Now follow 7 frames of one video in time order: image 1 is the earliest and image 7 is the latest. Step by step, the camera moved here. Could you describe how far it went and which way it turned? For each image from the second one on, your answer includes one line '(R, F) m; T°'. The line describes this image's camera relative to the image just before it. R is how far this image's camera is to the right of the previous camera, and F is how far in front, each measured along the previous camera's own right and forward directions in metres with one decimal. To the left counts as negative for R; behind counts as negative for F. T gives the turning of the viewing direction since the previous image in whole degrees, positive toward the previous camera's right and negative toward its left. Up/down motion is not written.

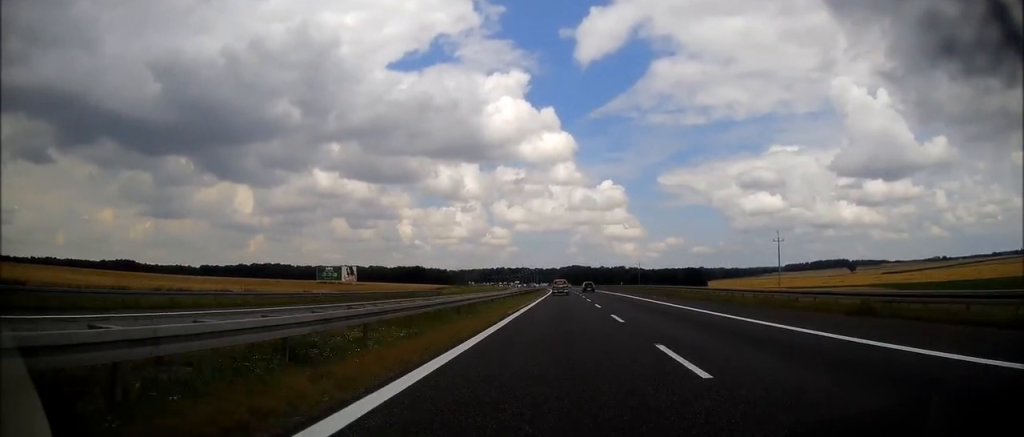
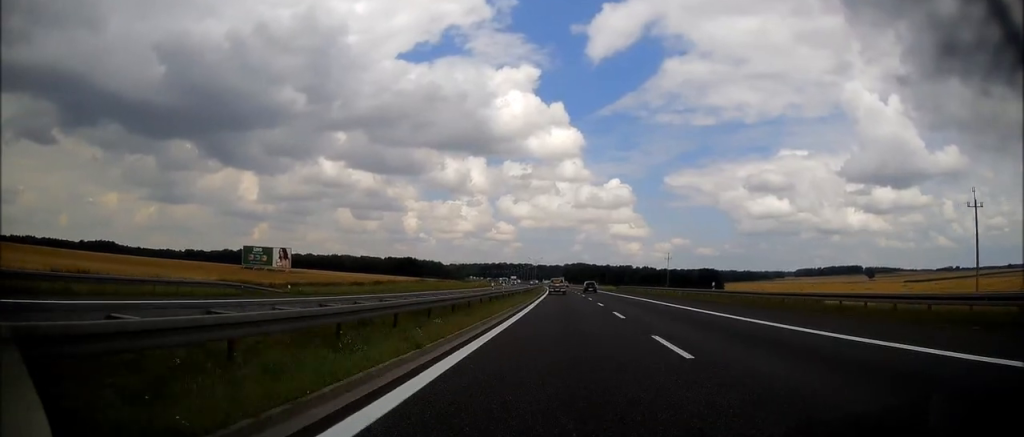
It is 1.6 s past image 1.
(-0.4, +58.1) m; 0°
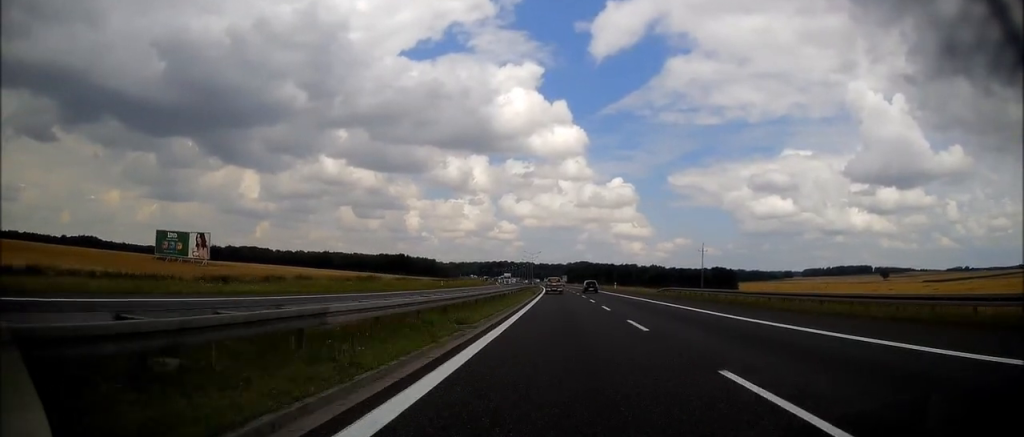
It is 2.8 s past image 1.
(0.0, +42.2) m; 0°
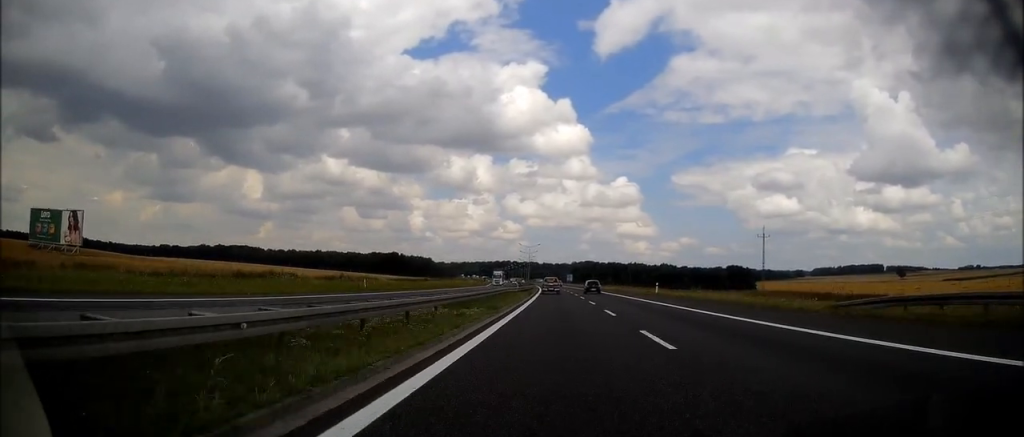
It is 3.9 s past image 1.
(-0.2, +40.8) m; -1°
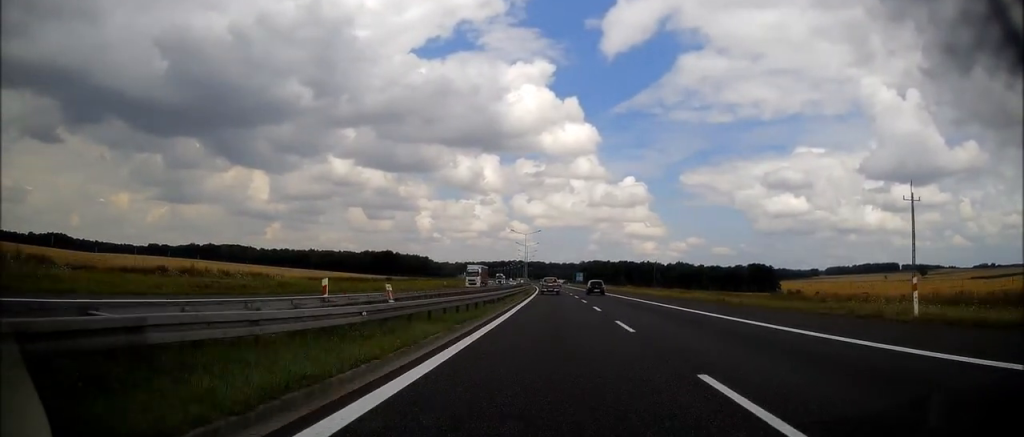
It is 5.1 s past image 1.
(-0.3, +43.9) m; -1°
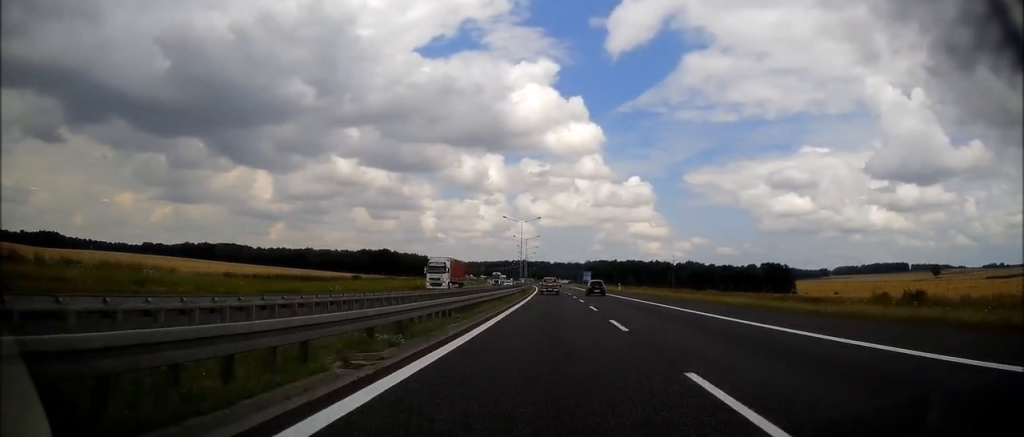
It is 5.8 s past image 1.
(0.0, +23.6) m; 0°
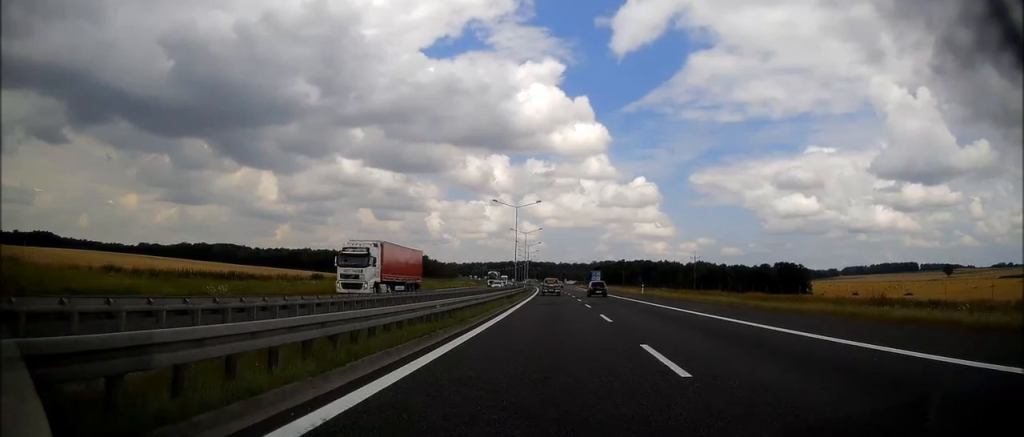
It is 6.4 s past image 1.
(-0.1, +19.9) m; 0°
